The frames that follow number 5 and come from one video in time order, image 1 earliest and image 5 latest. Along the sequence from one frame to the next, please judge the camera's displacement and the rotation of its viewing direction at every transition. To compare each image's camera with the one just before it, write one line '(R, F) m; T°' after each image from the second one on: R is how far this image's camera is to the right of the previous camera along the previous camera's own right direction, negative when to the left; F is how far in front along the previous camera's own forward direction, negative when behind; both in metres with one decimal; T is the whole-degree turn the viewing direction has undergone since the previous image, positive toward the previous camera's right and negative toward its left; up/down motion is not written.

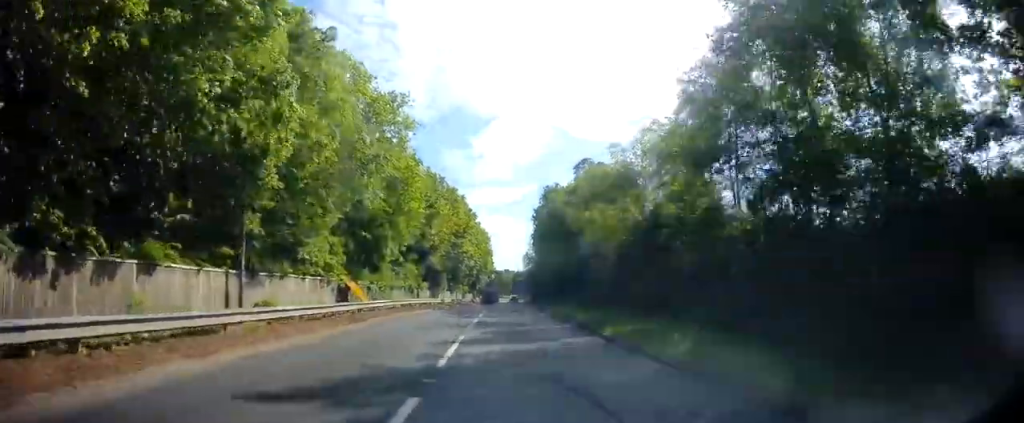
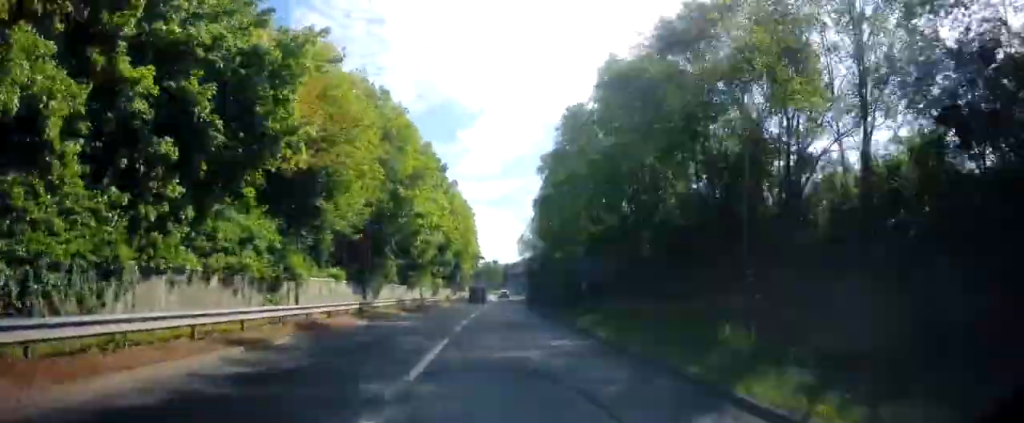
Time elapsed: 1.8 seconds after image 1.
(+1.5, +28.8) m; +2°
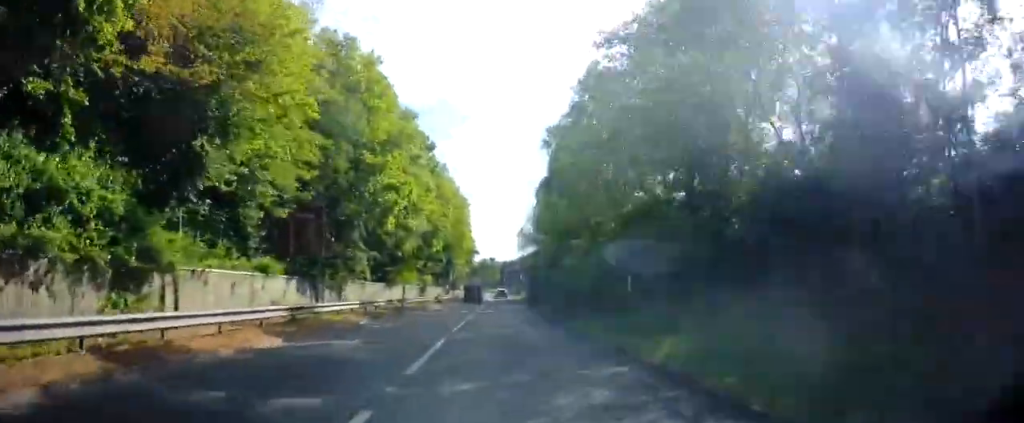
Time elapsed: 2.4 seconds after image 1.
(-0.2, +8.6) m; -1°
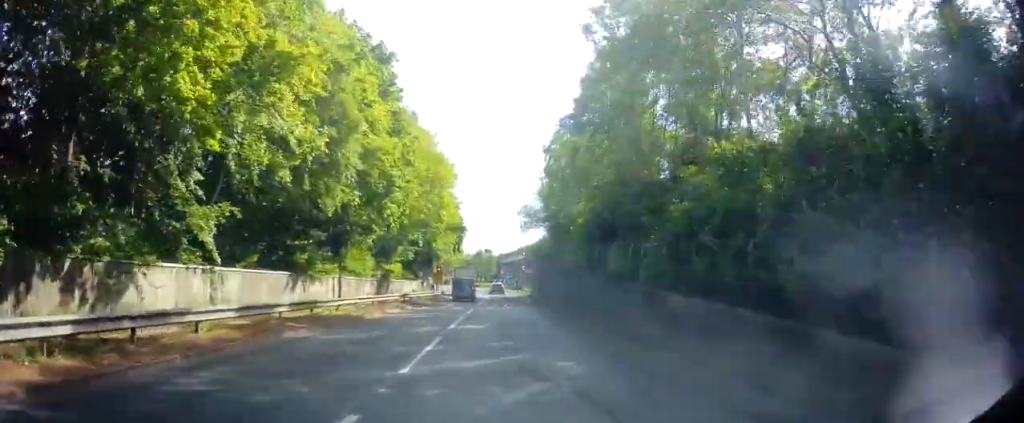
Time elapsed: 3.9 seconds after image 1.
(-0.3, +18.7) m; 0°
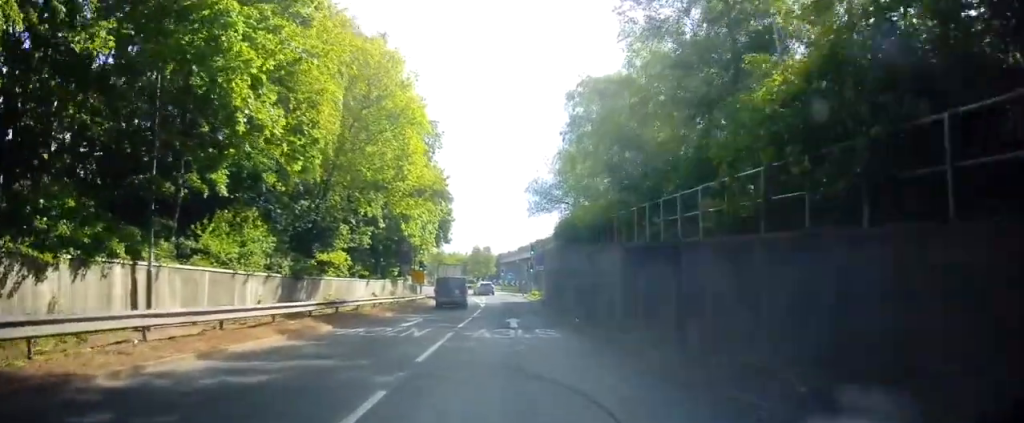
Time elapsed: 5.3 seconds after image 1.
(+0.4, +17.0) m; +3°
